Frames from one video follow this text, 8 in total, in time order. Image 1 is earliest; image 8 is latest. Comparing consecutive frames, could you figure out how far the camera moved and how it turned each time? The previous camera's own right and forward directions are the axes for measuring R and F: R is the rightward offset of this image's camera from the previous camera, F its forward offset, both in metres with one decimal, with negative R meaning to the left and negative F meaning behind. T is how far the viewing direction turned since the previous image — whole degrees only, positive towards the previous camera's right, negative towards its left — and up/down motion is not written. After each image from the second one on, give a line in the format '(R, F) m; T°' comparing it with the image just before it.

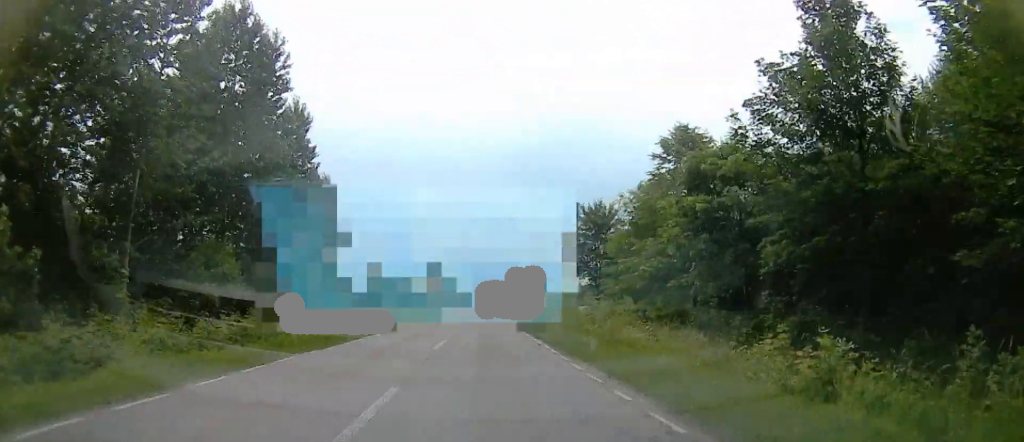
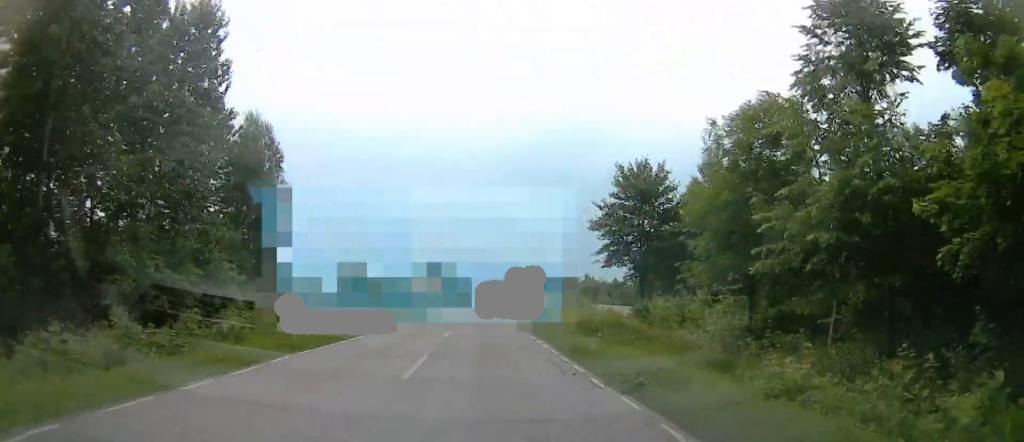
(0.0, +17.9) m; 0°
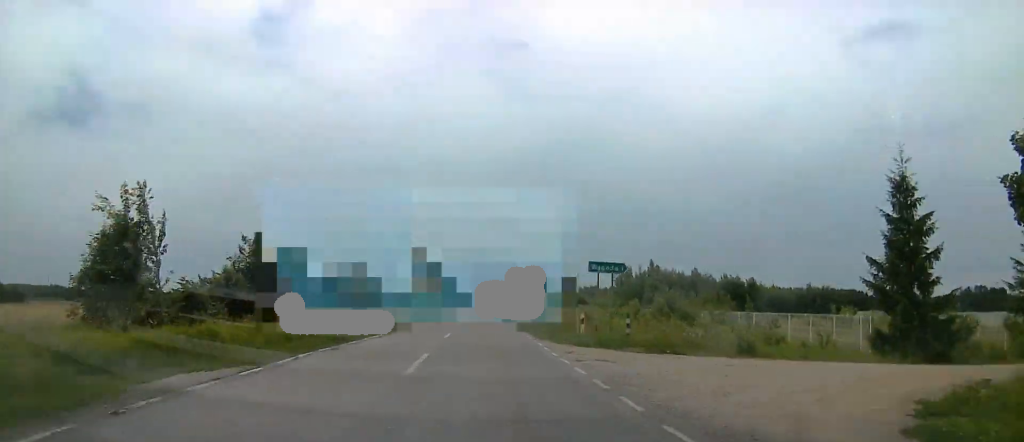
(0.0, +45.0) m; -1°
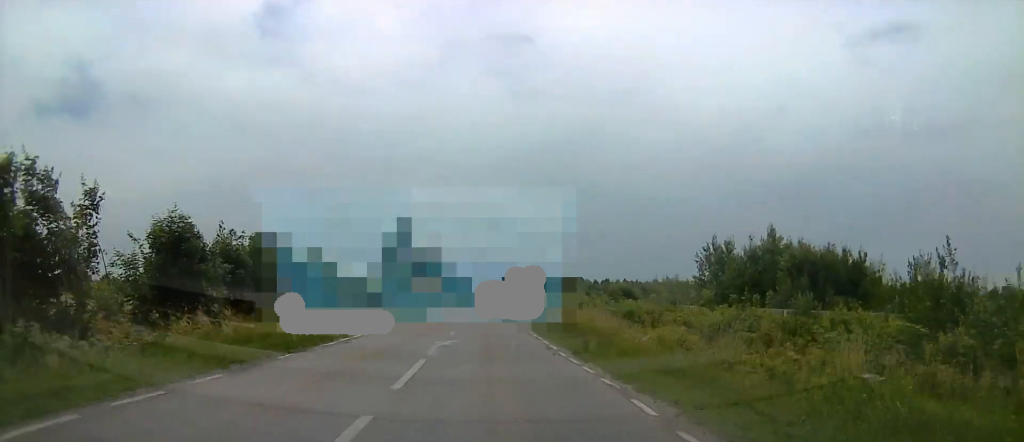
(-1.3, +32.9) m; -2°
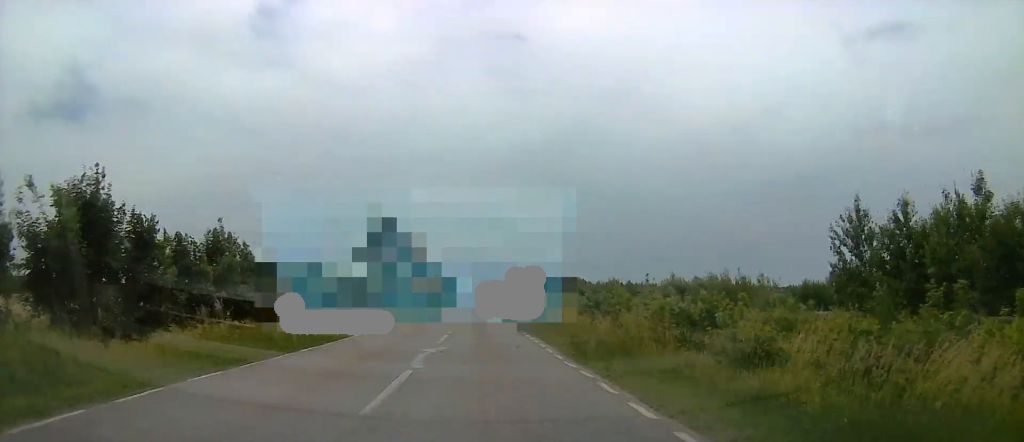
(+0.4, +22.1) m; +2°
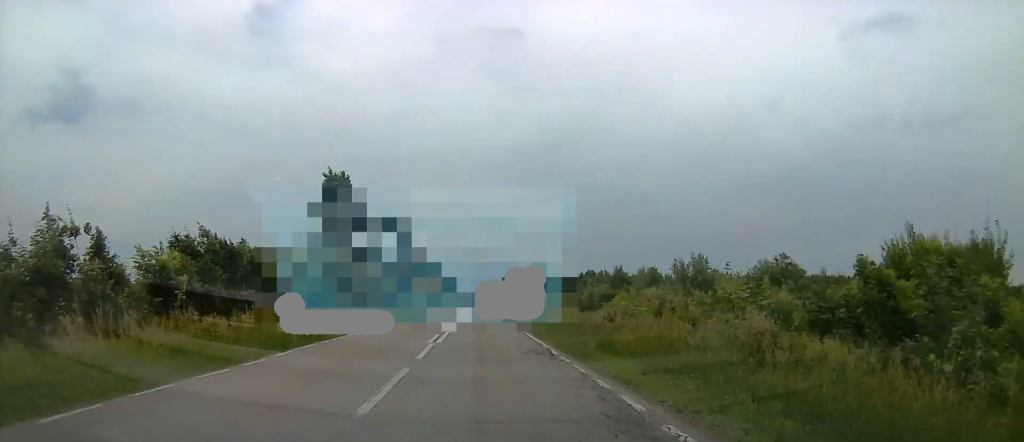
(+0.8, +29.7) m; +2°
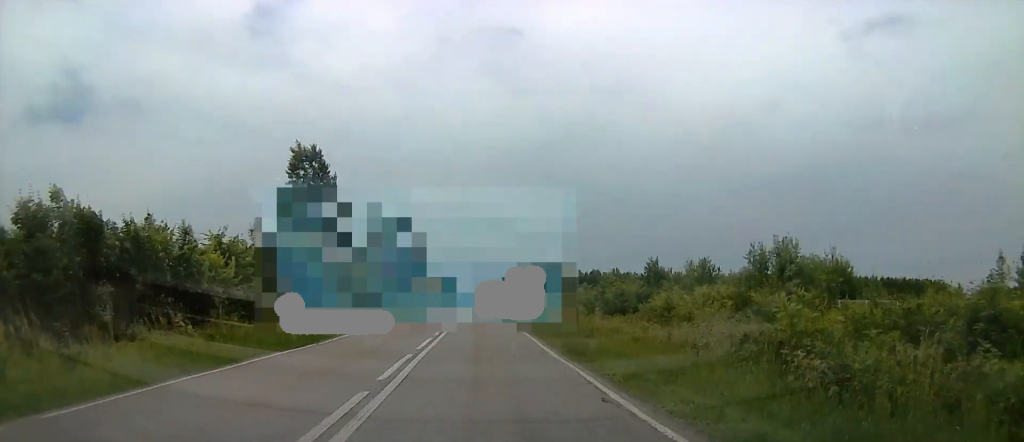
(0.0, +13.6) m; 0°
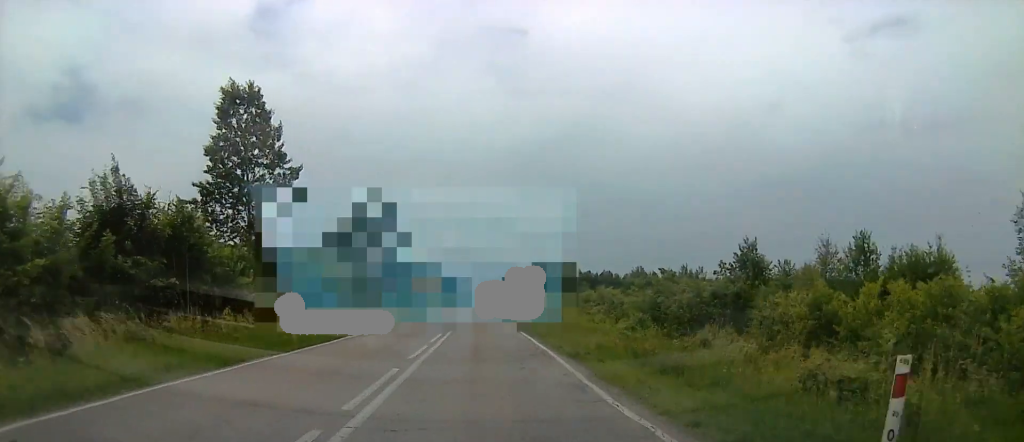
(-0.1, +19.5) m; 0°
